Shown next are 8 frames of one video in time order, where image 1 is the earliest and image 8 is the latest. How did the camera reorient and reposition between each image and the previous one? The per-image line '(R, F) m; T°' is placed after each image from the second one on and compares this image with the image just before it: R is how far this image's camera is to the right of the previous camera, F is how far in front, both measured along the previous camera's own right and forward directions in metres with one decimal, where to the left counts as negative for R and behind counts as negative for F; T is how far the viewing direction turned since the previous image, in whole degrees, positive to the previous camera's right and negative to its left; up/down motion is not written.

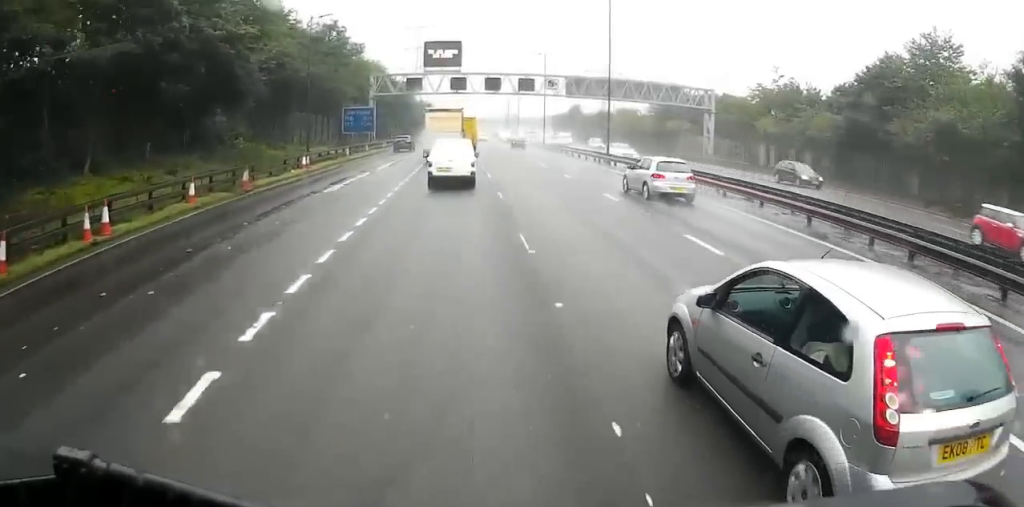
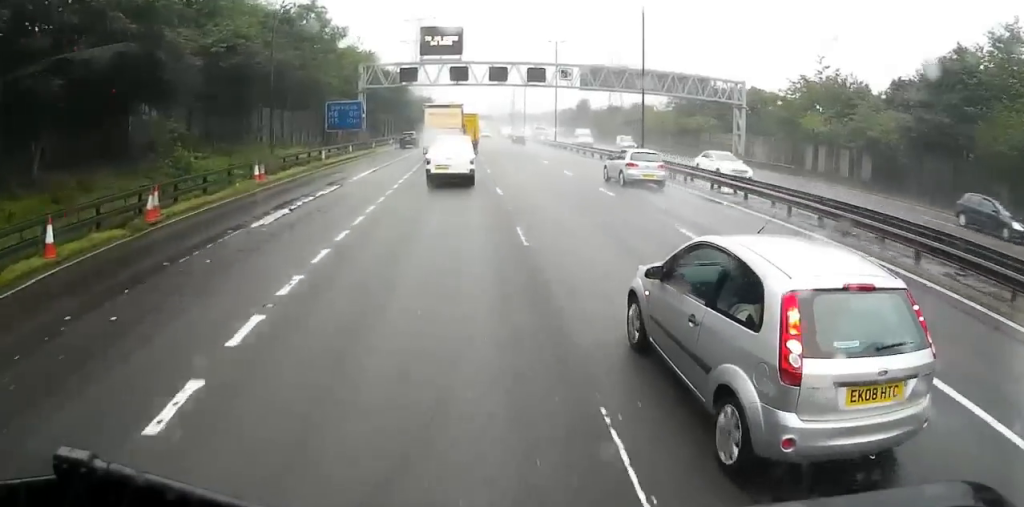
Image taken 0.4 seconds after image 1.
(0.0, +8.3) m; 0°
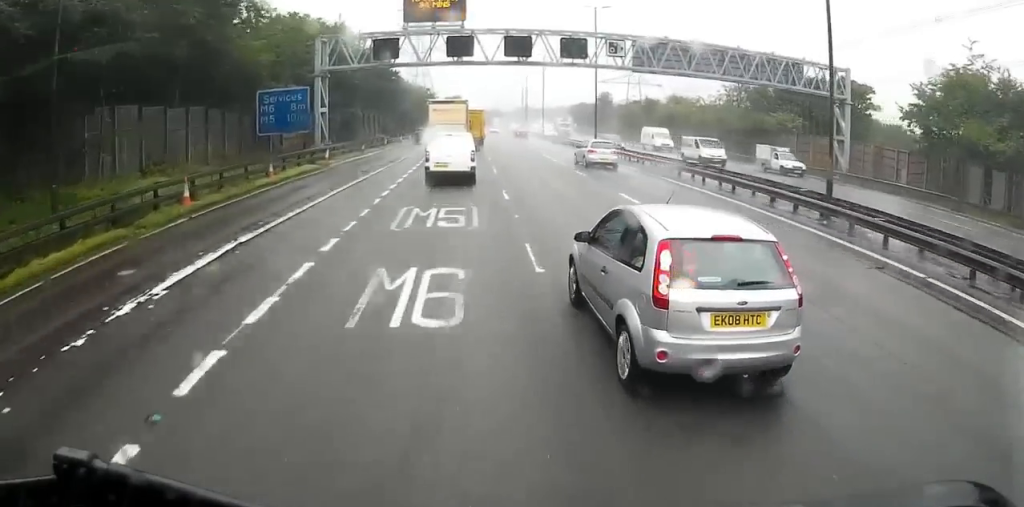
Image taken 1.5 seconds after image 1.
(-0.1, +19.6) m; -1°
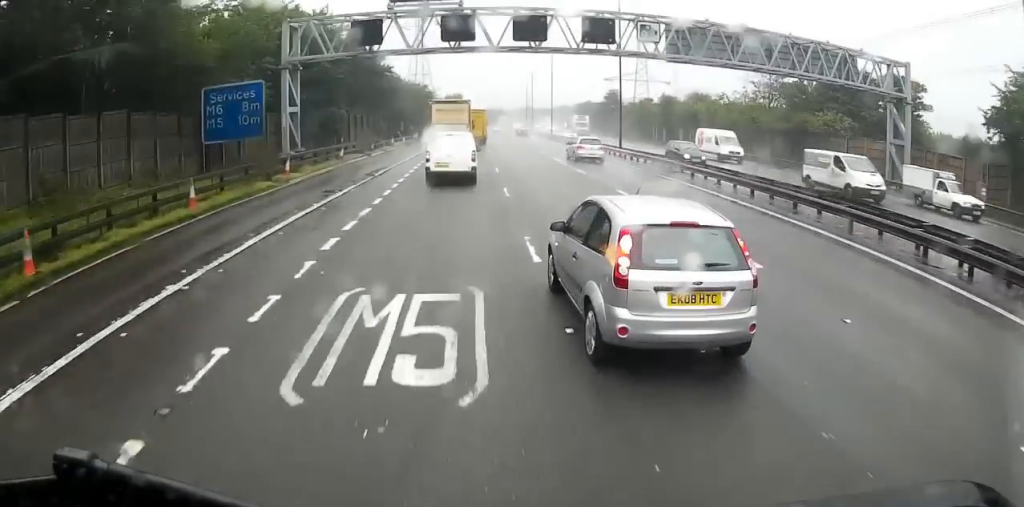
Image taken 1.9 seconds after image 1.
(0.0, +8.2) m; 0°
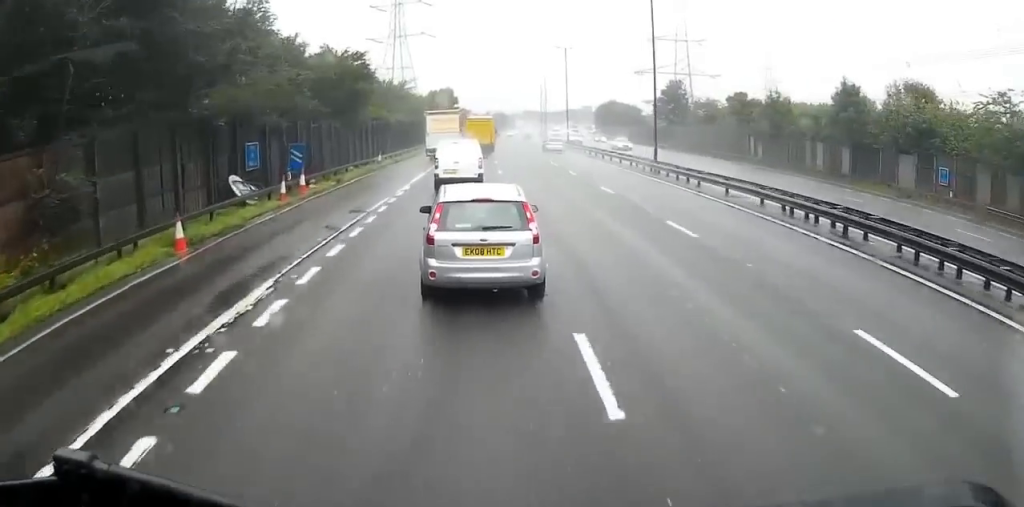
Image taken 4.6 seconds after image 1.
(-0.5, +48.7) m; -1°
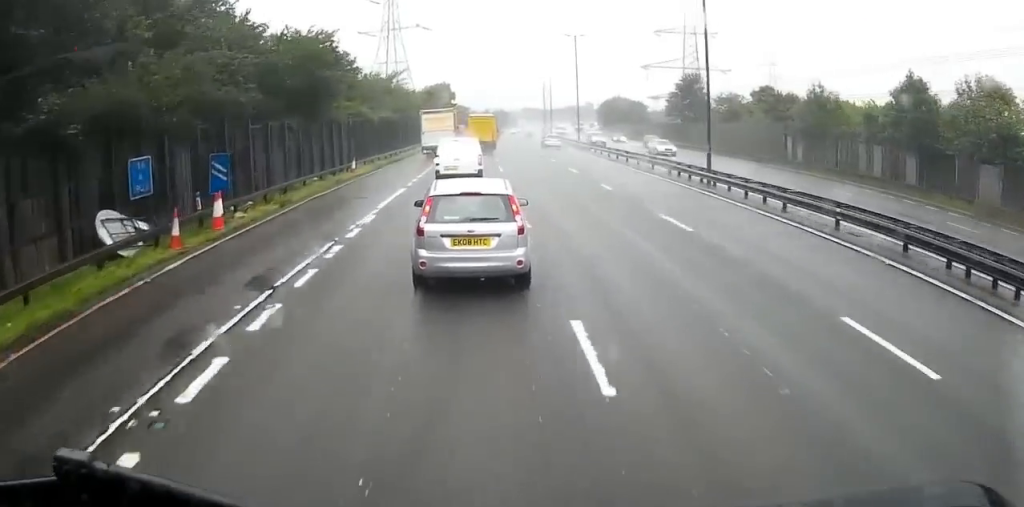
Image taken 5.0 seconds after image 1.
(0.0, +8.3) m; 0°
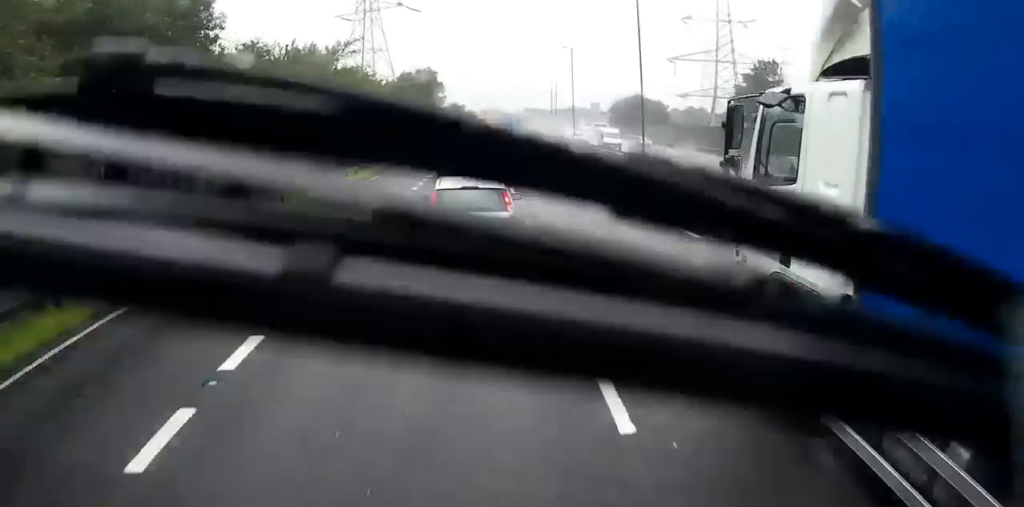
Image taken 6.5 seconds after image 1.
(0.0, +26.3) m; +2°
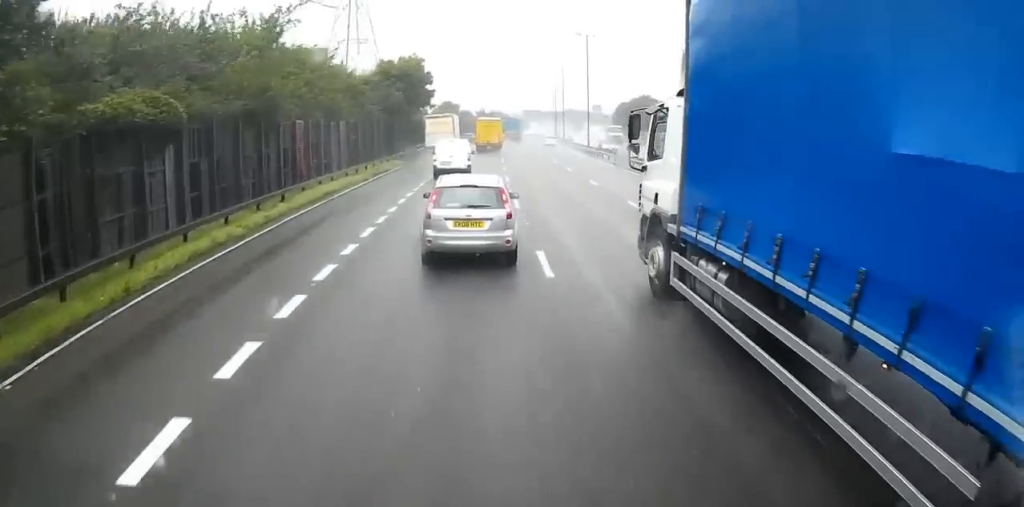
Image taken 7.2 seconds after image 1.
(+0.3, +12.0) m; +1°
